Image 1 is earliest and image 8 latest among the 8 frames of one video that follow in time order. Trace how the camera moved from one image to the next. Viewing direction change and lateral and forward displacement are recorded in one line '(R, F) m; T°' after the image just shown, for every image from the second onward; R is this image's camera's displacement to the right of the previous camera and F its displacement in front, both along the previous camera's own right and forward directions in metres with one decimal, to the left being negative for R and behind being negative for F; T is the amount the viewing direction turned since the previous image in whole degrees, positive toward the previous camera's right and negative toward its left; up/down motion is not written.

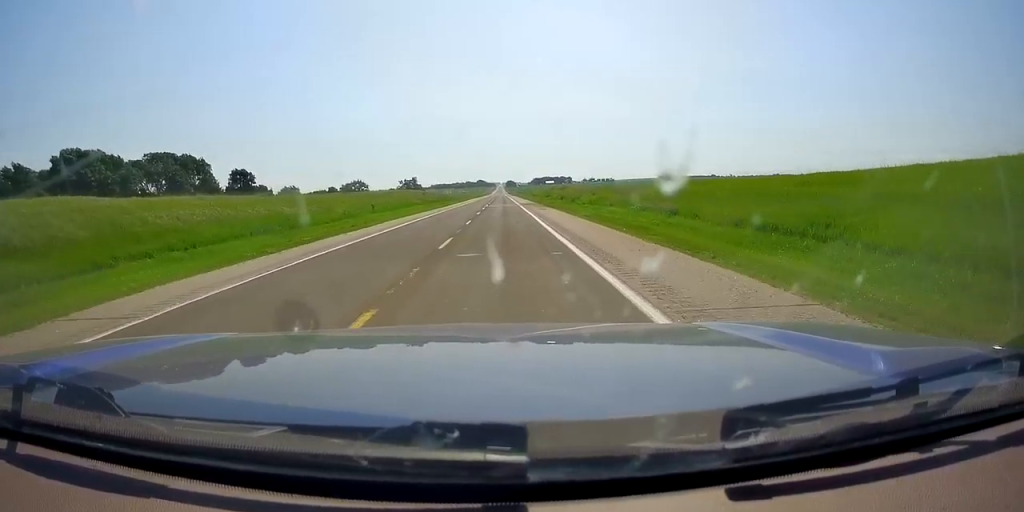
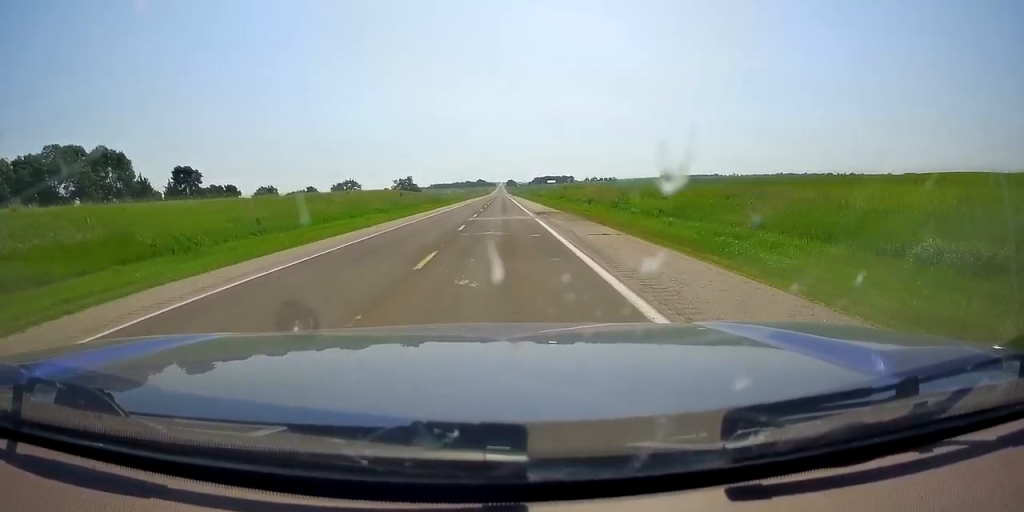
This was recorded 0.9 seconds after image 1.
(0.0, +28.8) m; 0°
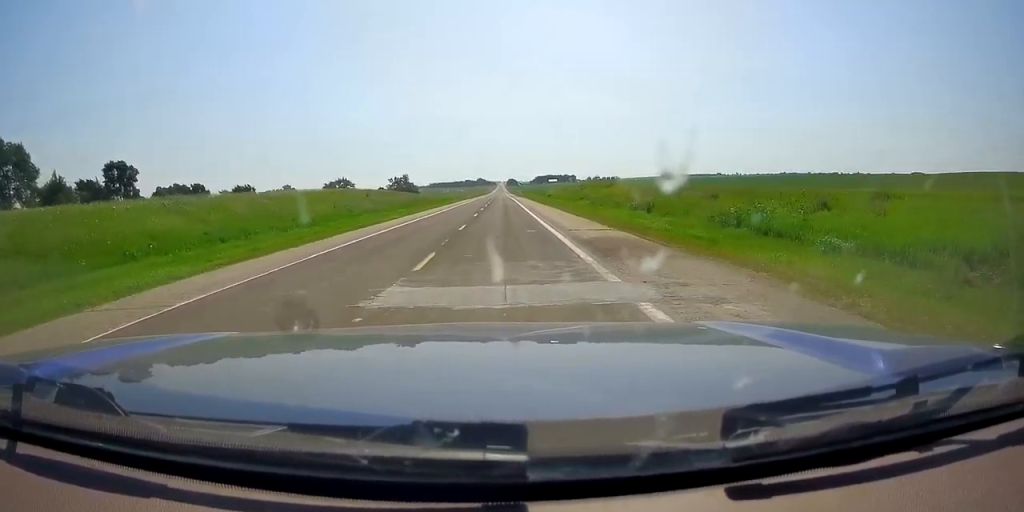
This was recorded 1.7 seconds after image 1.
(0.0, +24.8) m; 0°
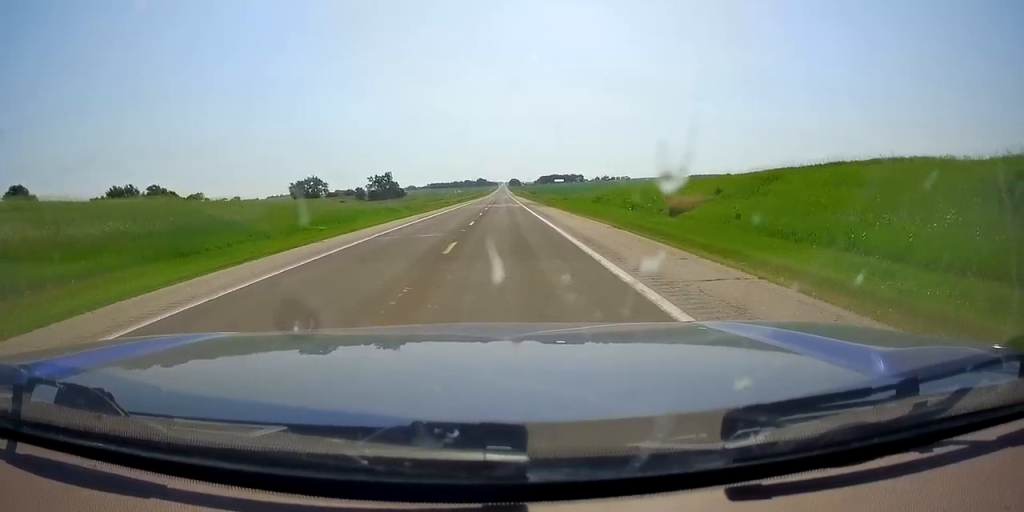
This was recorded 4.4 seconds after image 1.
(+0.5, +82.0) m; 0°
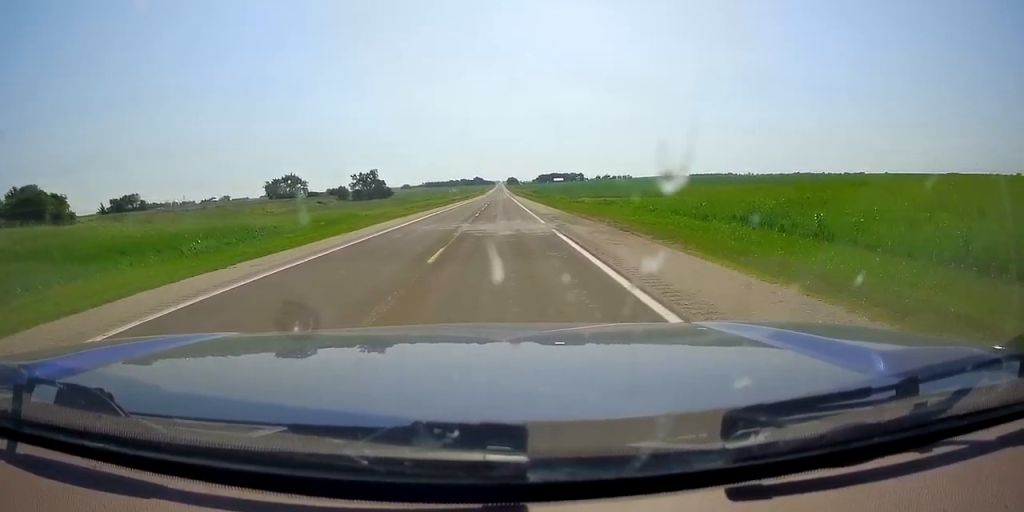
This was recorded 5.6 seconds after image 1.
(0.0, +38.2) m; 0°
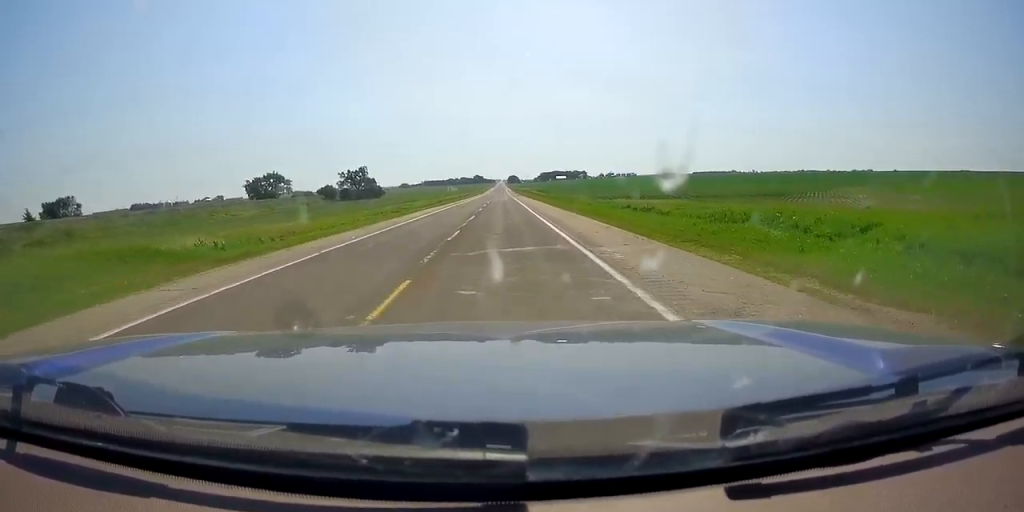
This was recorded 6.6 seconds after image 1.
(0.0, +30.1) m; 0°
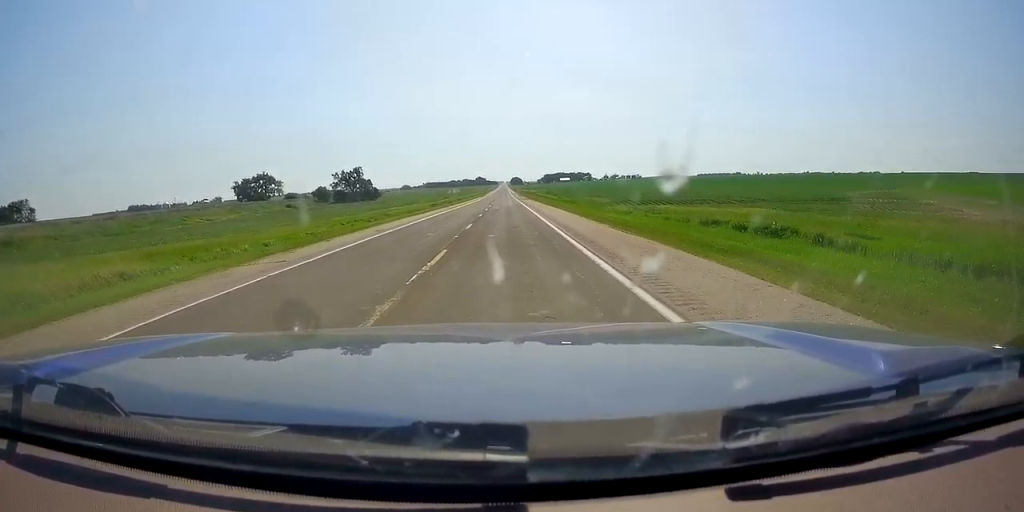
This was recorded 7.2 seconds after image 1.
(0.0, +18.3) m; 0°
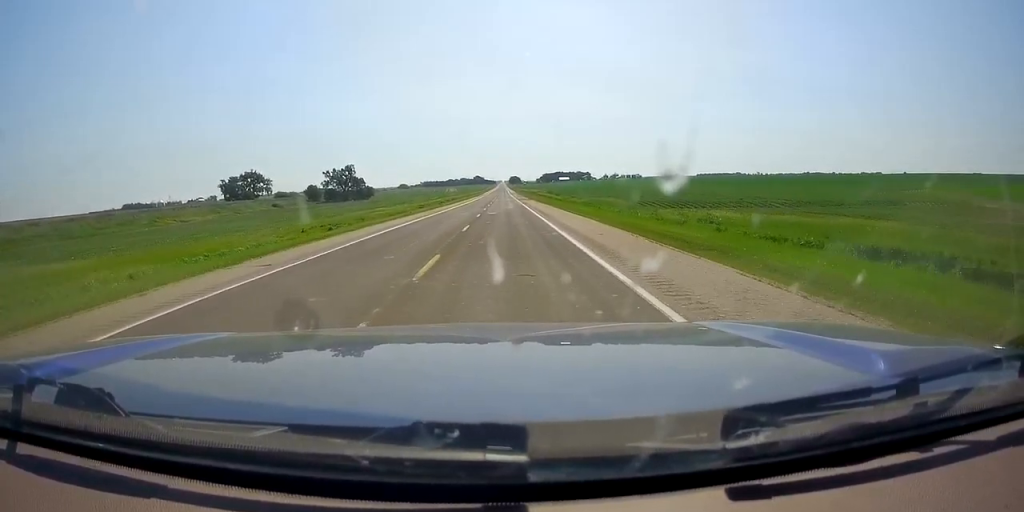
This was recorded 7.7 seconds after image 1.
(0.0, +13.8) m; 0°
